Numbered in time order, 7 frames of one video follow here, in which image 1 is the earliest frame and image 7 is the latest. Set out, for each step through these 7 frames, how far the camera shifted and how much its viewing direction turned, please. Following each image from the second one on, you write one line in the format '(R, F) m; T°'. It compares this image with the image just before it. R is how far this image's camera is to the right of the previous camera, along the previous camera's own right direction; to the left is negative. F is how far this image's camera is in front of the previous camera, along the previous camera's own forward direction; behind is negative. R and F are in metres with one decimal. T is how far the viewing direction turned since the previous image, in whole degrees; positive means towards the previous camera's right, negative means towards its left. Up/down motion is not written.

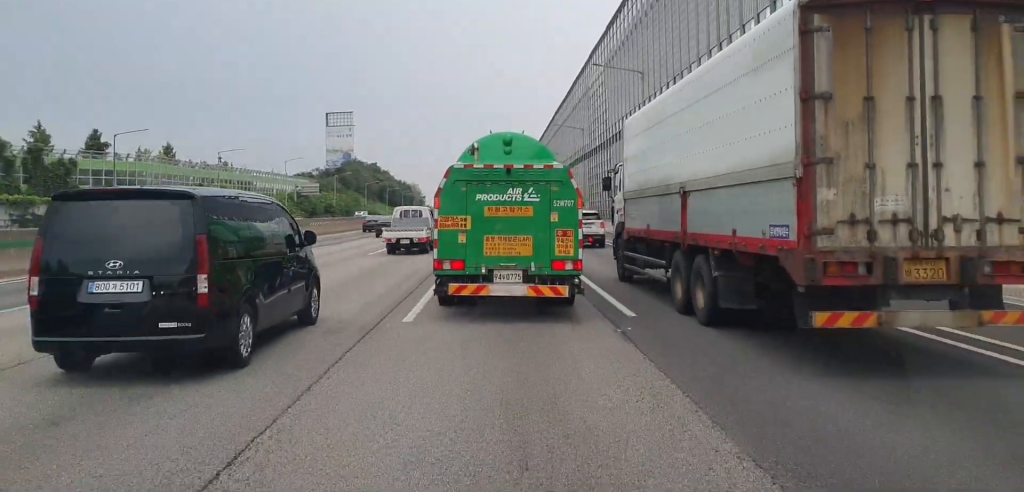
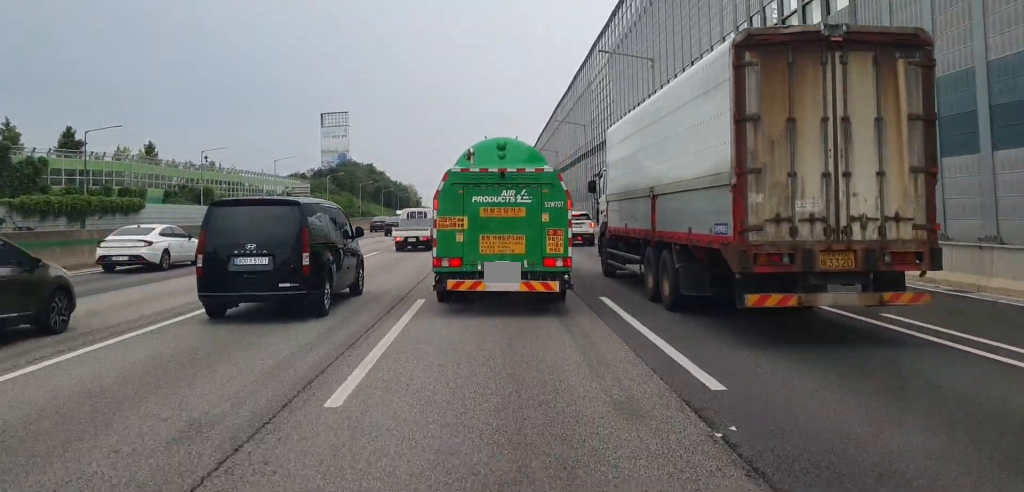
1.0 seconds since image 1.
(+0.2, +5.4) m; 0°
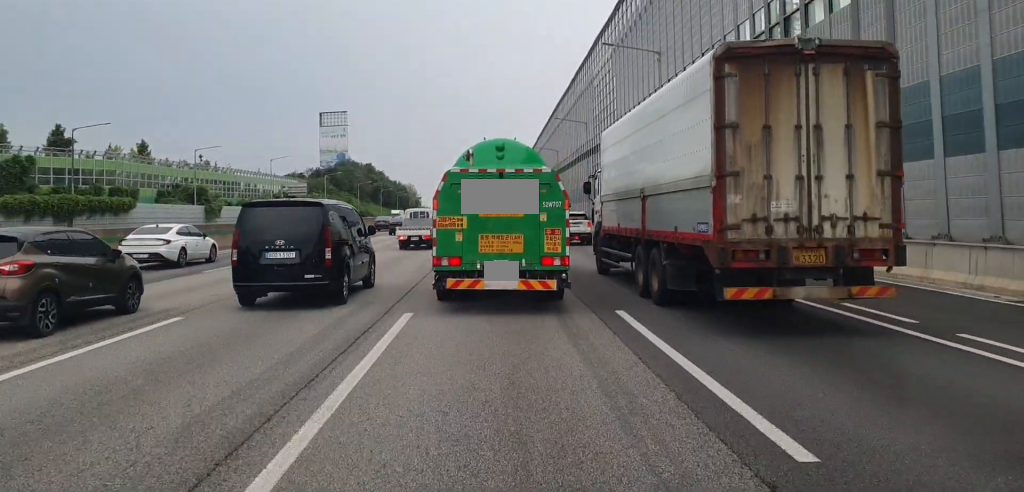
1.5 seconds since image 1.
(-0.1, +2.3) m; -1°
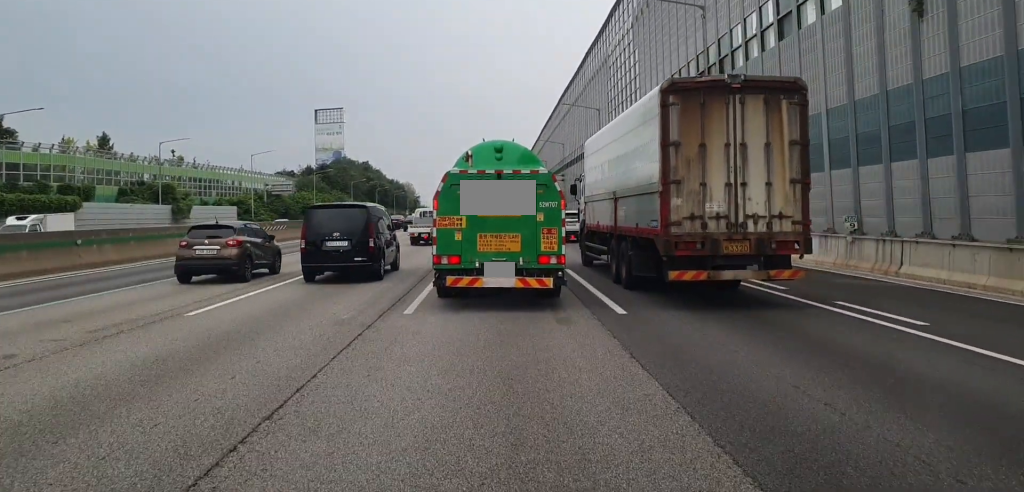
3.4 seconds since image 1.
(-0.2, +11.2) m; -1°
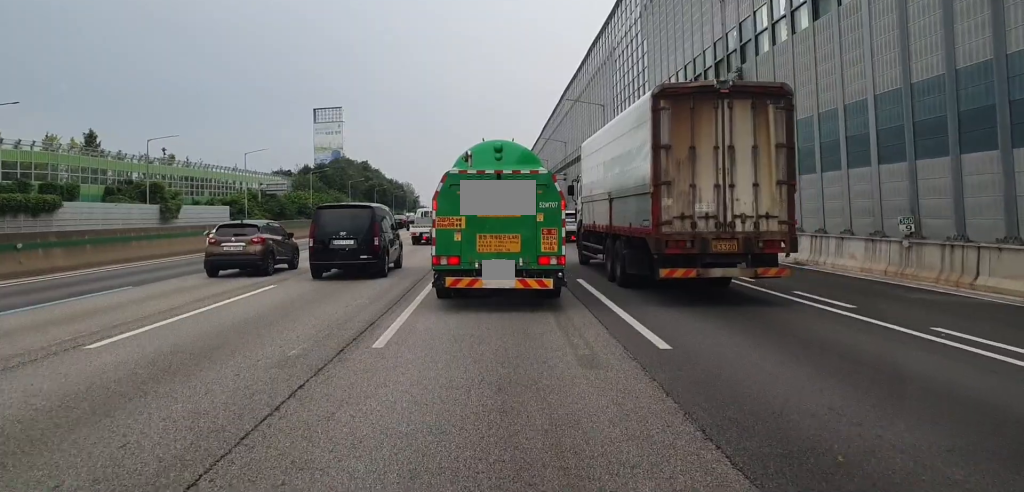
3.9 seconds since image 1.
(0.0, +3.3) m; 0°
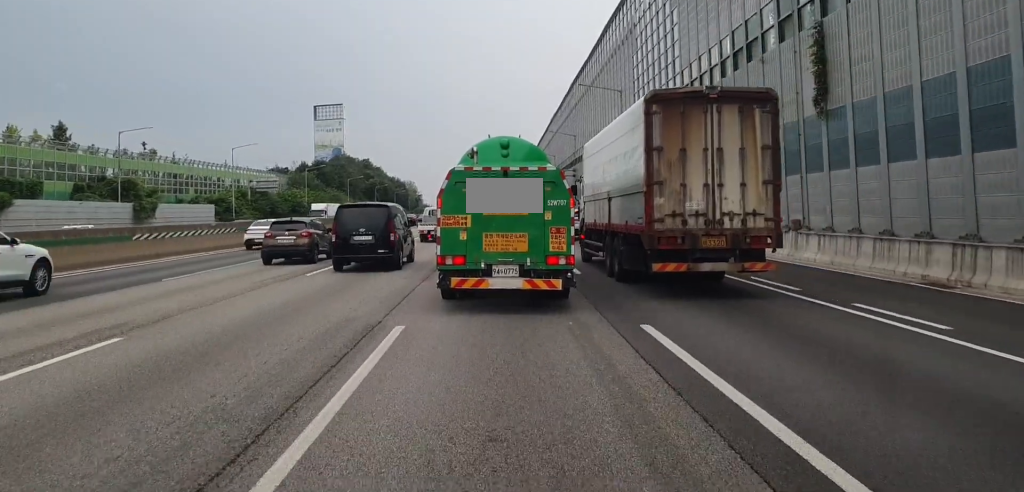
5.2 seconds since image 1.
(0.0, +8.3) m; +1°
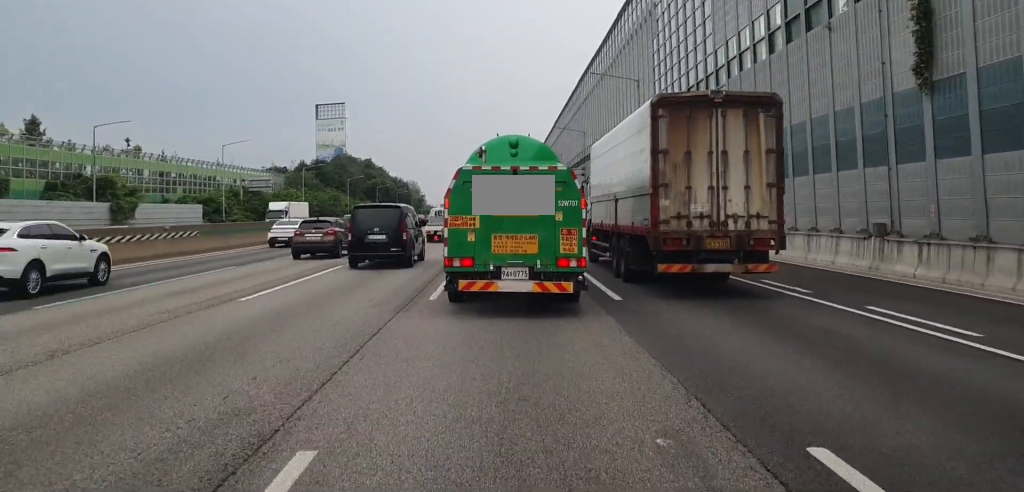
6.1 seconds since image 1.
(+0.1, +6.1) m; +1°
